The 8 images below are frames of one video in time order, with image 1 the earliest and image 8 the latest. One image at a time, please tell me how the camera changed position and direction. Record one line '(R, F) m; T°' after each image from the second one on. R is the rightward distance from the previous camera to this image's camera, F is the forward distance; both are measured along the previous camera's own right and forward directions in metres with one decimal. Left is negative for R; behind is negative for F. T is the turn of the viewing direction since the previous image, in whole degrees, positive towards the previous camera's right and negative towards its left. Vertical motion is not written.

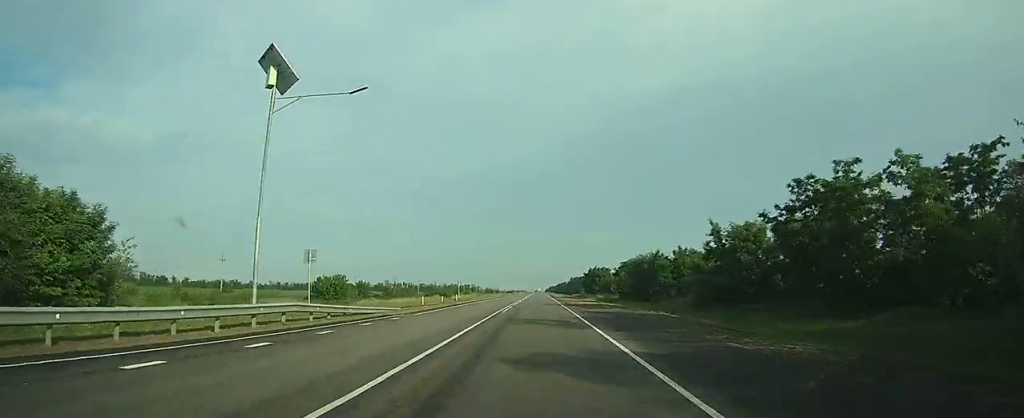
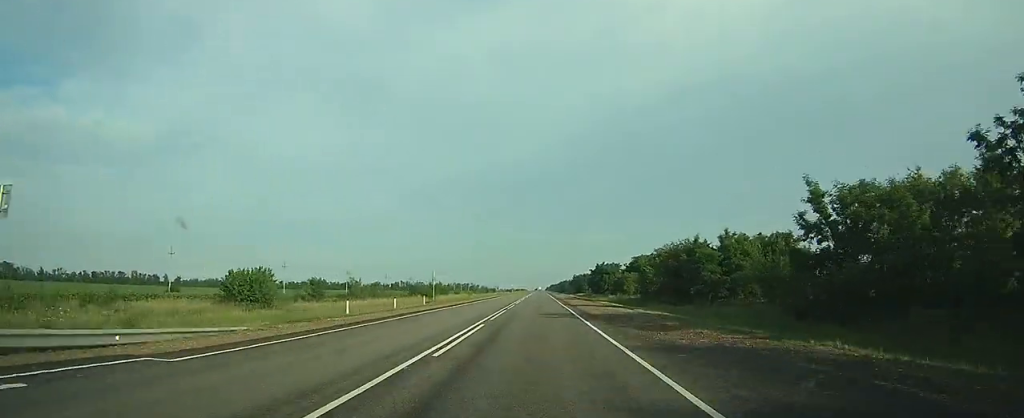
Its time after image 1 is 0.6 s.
(0.0, +19.3) m; 0°
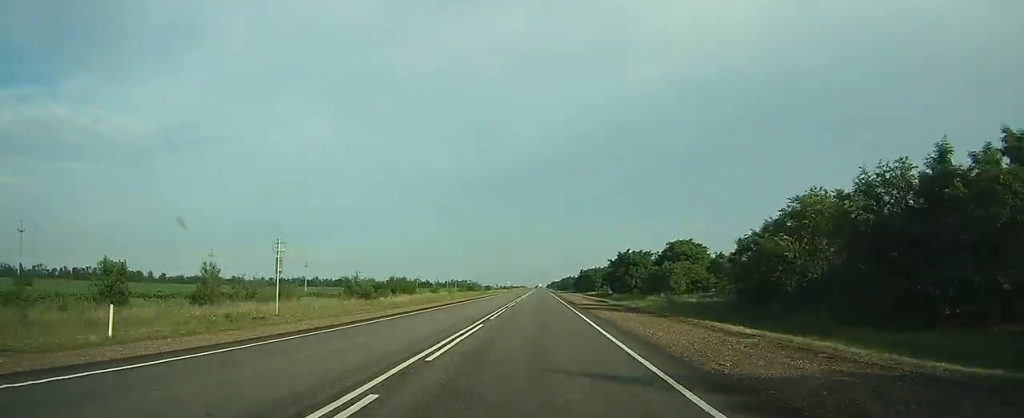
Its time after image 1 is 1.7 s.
(0.0, +37.7) m; 0°
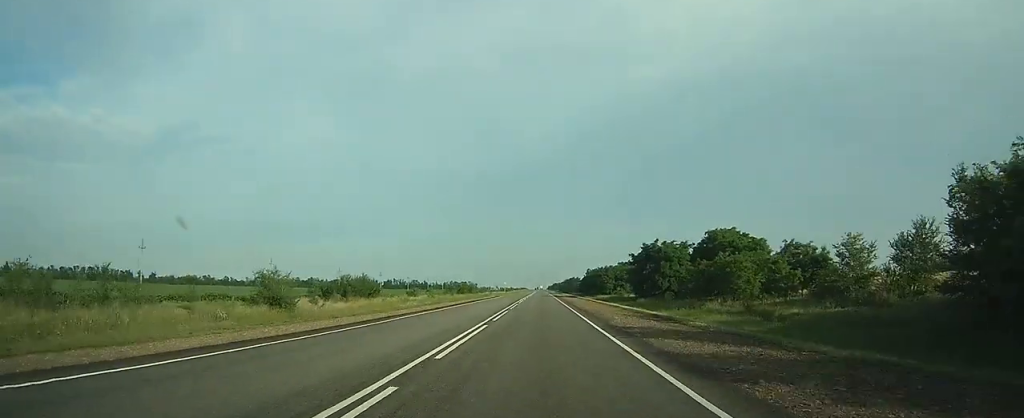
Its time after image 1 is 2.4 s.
(0.0, +23.9) m; 0°
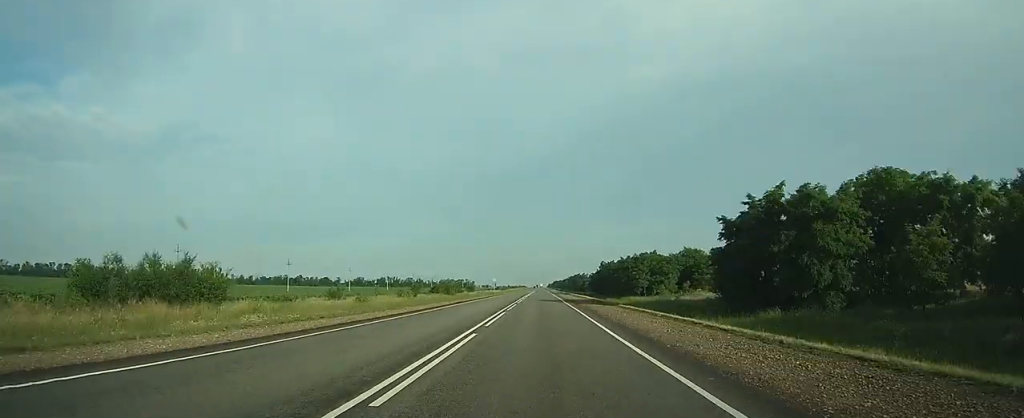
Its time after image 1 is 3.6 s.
(0.0, +41.0) m; 0°
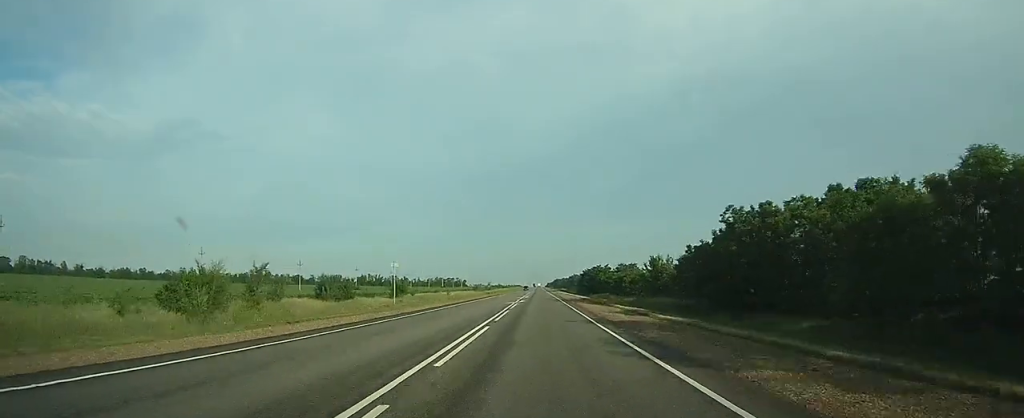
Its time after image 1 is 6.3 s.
(0.0, +93.9) m; 0°
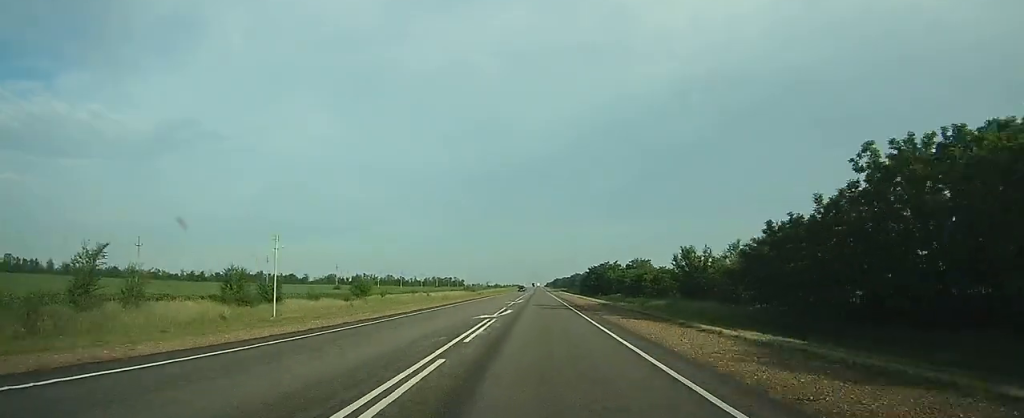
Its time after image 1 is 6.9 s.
(0.0, +20.1) m; 0°
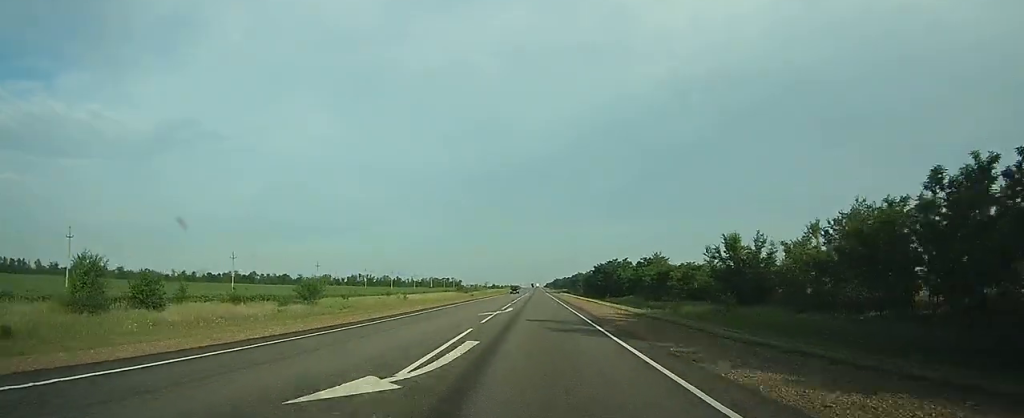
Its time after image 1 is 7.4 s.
(0.0, +16.7) m; 0°
